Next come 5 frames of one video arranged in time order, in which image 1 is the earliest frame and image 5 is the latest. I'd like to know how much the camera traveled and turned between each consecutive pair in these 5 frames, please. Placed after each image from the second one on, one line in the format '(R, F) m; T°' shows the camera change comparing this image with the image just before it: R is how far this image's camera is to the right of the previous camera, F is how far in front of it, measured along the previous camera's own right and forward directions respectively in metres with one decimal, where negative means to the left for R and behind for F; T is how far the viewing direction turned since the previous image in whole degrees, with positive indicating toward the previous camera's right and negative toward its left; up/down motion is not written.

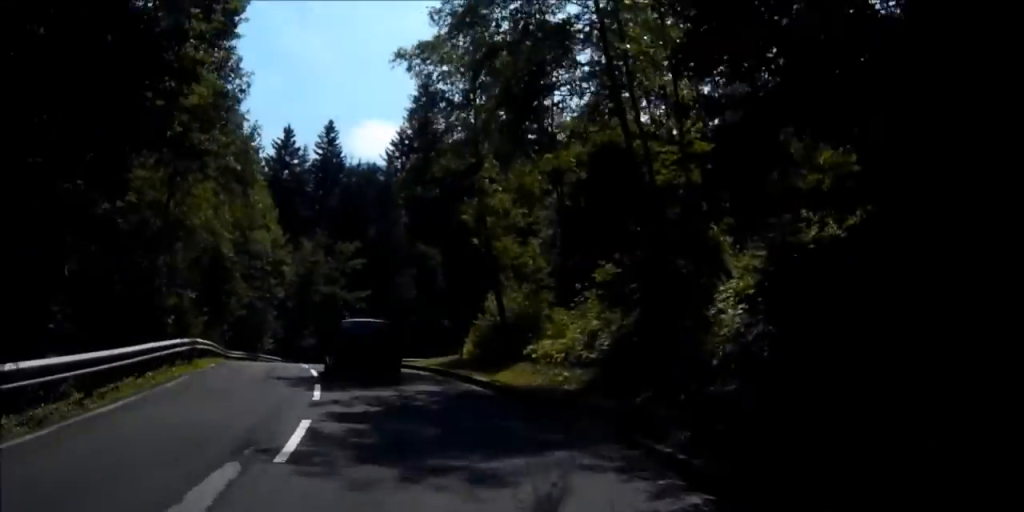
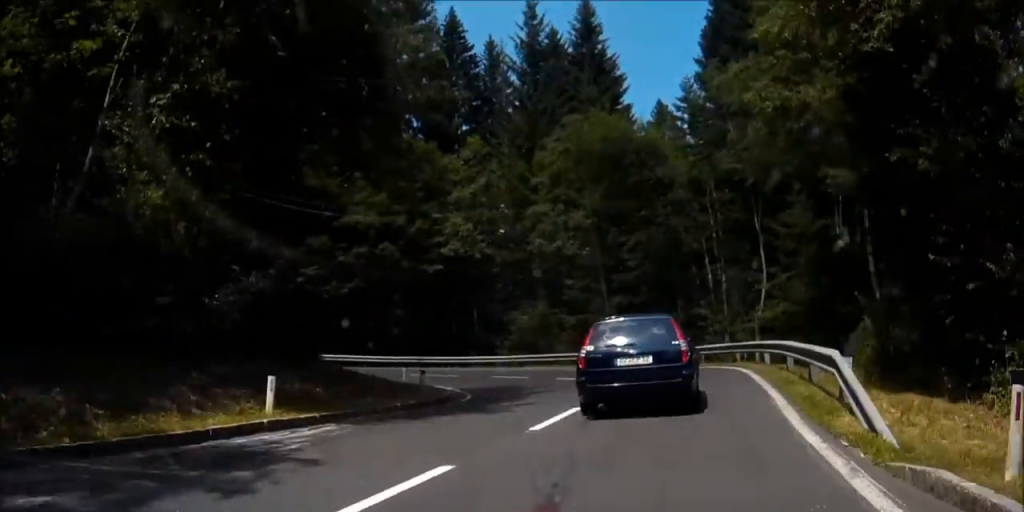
(+28.8, +26.0) m; +167°
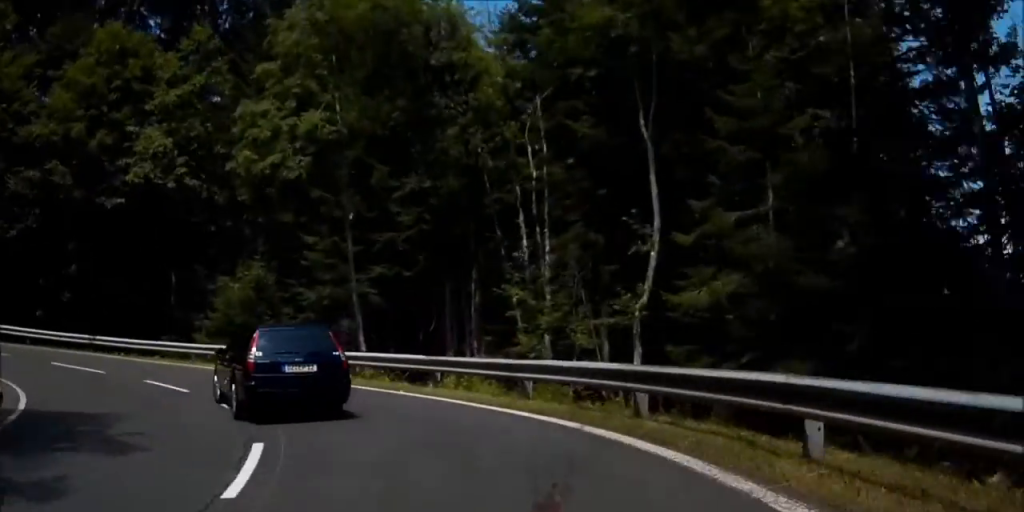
(+2.7, +13.4) m; -5°
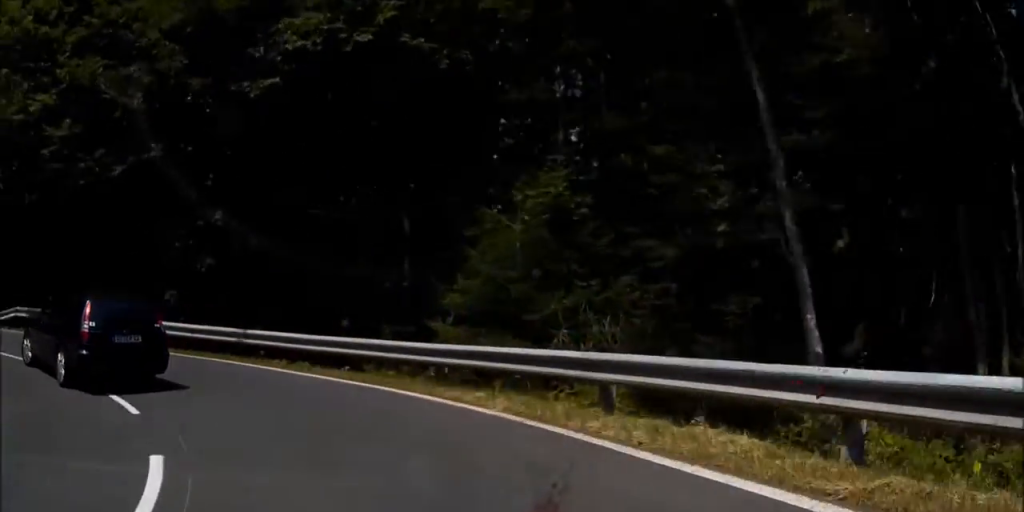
(-2.7, +12.7) m; -35°
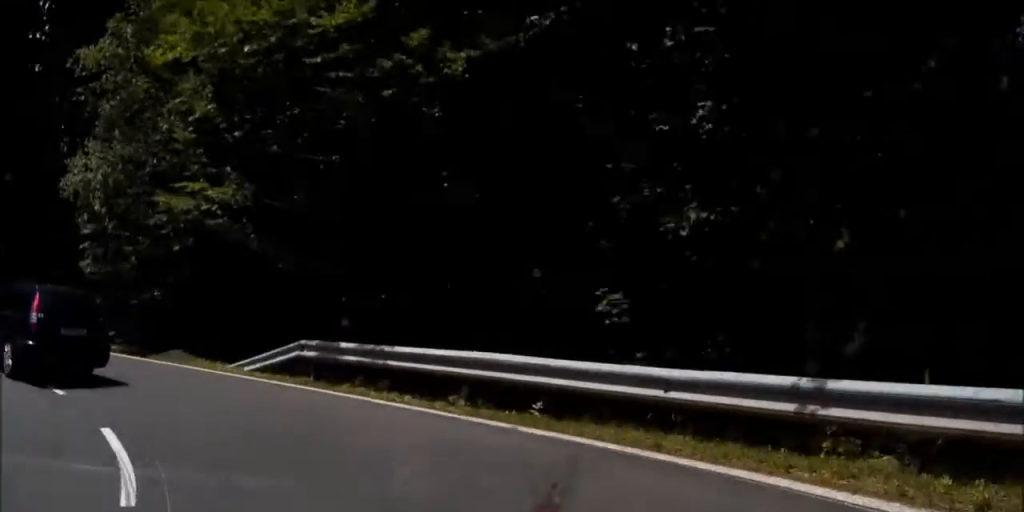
(-3.9, +8.6) m; -47°
